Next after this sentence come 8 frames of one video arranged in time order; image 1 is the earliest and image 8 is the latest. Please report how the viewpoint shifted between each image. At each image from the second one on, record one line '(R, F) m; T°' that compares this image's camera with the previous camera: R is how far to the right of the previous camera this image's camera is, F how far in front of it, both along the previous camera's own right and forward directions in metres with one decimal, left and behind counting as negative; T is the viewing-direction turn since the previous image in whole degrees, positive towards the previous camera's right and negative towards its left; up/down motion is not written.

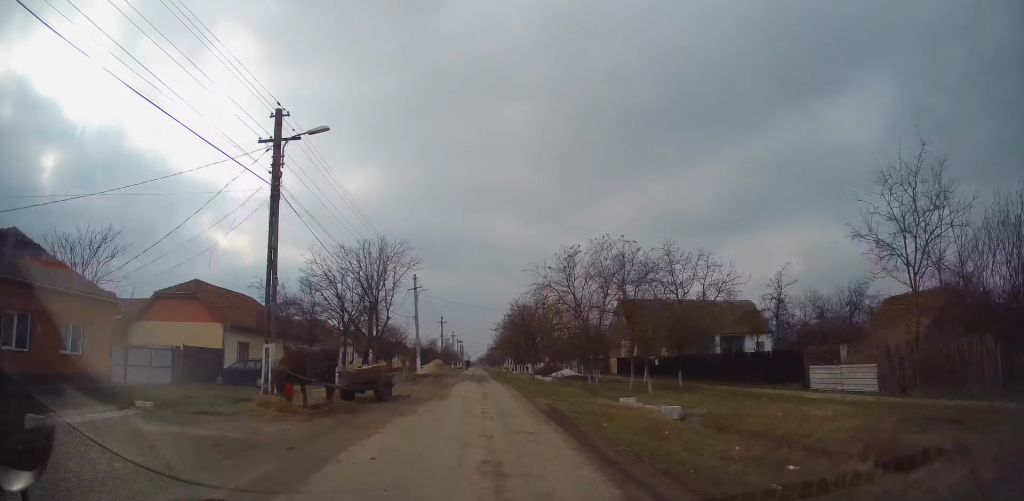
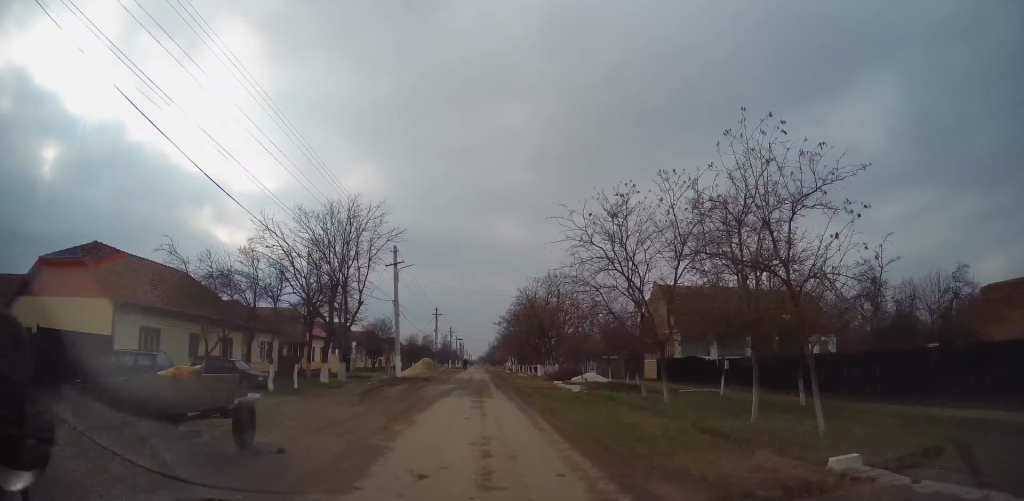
(0.0, +11.1) m; 0°
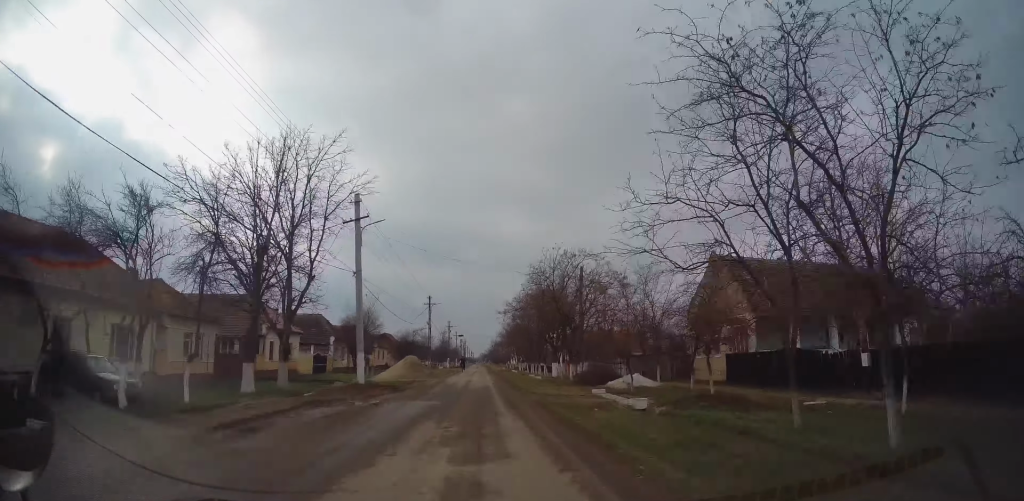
(0.0, +11.1) m; 0°
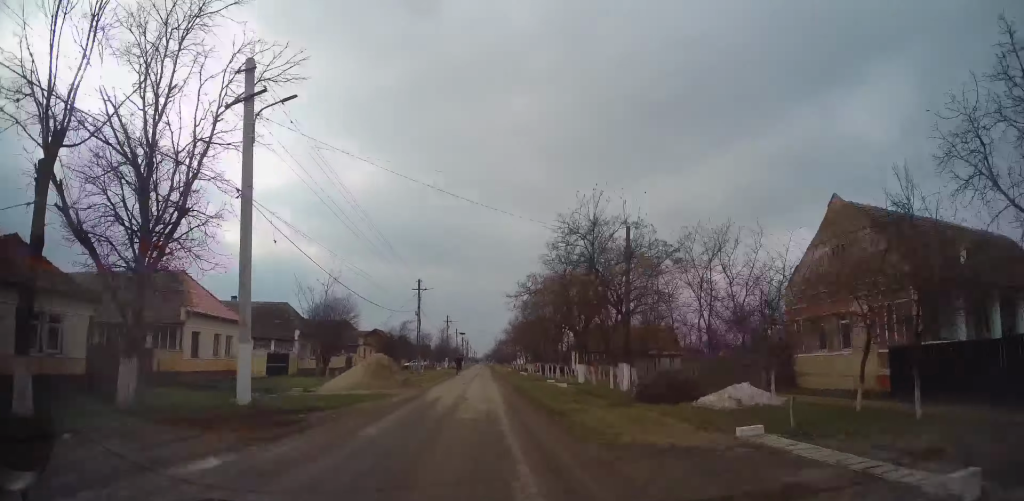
(0.0, +12.2) m; -1°
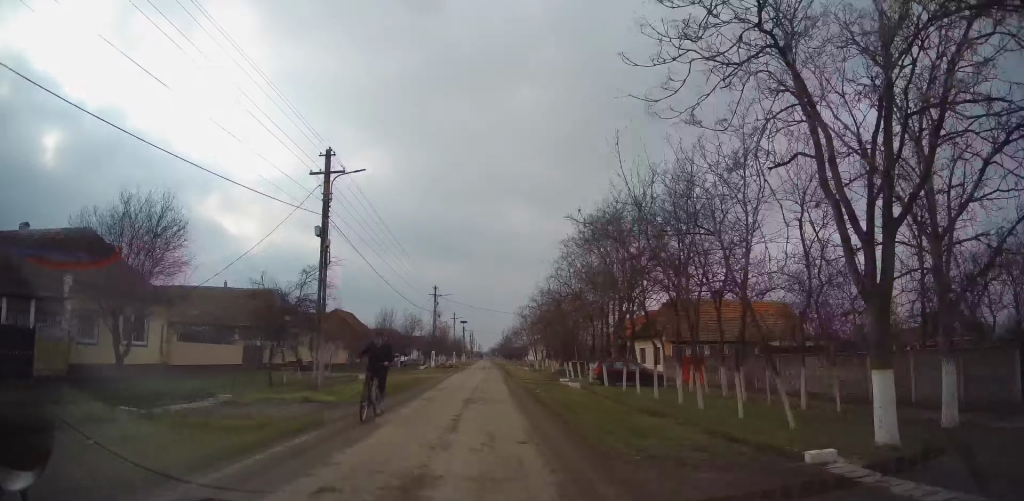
(-0.6, +28.5) m; 0°
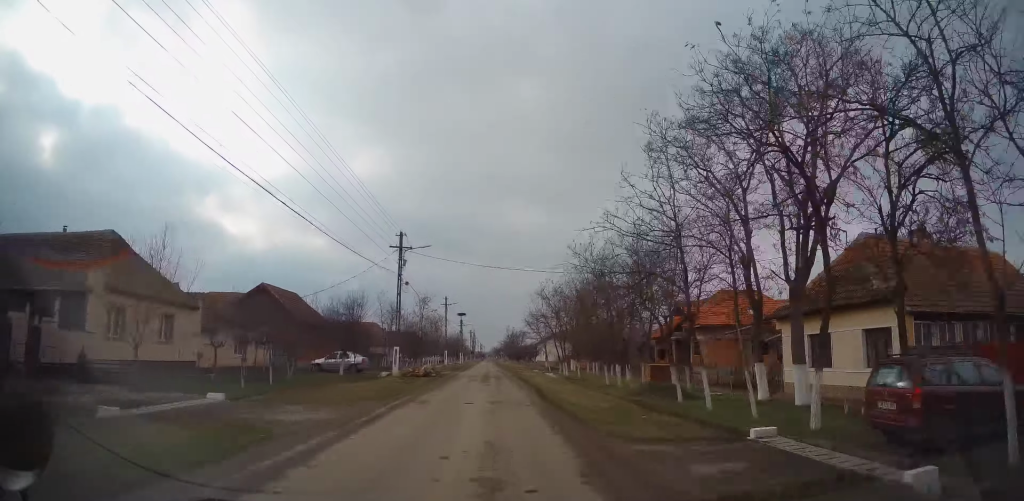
(+0.6, +23.5) m; 0°
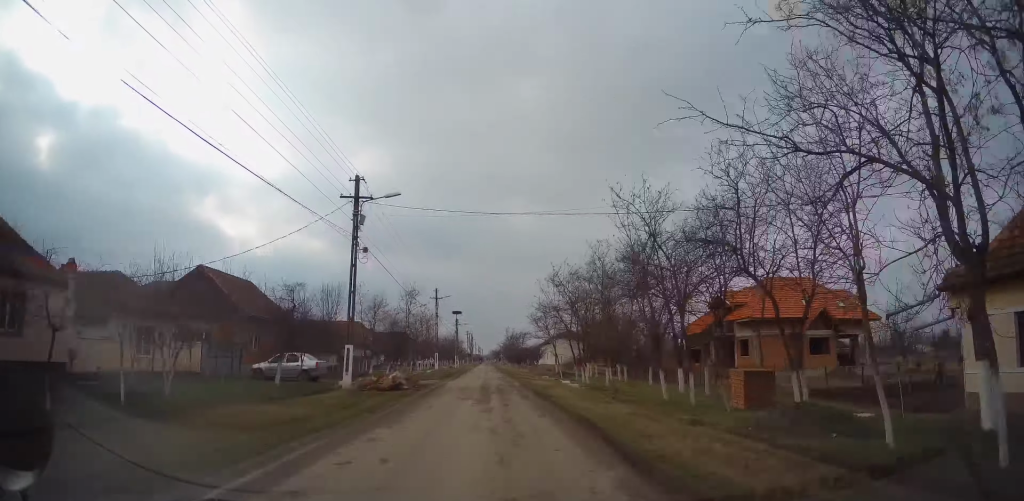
(-0.3, +10.1) m; -1°
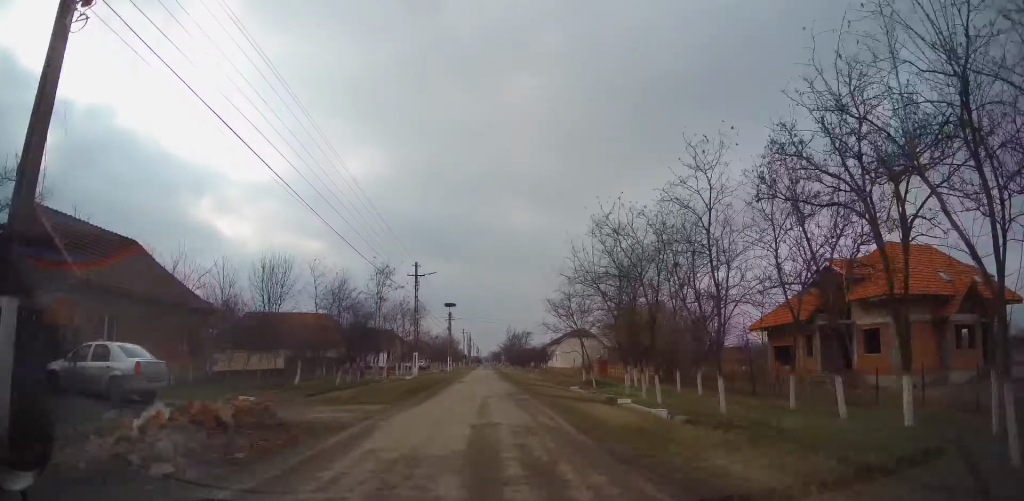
(-0.1, +15.4) m; 0°
